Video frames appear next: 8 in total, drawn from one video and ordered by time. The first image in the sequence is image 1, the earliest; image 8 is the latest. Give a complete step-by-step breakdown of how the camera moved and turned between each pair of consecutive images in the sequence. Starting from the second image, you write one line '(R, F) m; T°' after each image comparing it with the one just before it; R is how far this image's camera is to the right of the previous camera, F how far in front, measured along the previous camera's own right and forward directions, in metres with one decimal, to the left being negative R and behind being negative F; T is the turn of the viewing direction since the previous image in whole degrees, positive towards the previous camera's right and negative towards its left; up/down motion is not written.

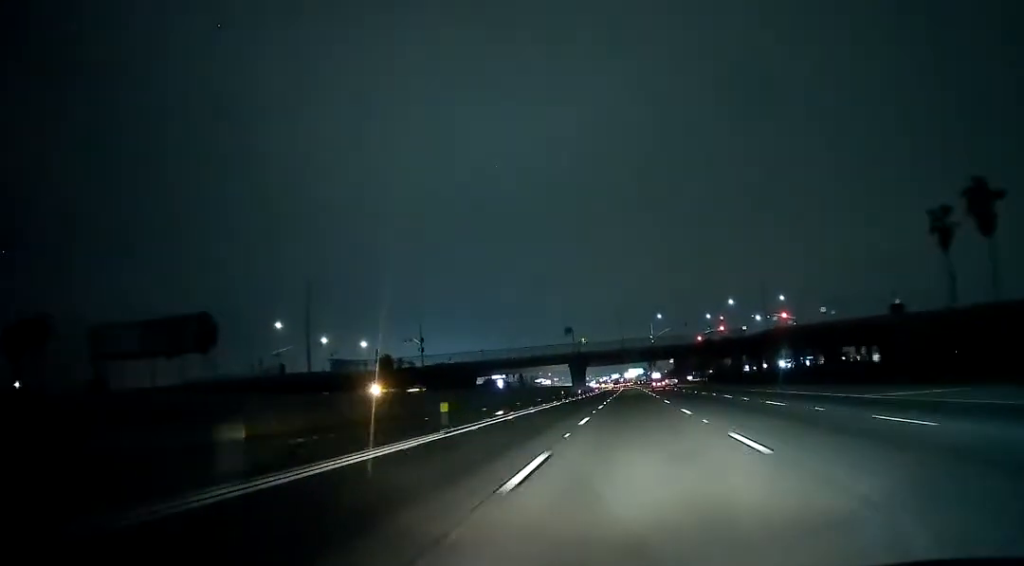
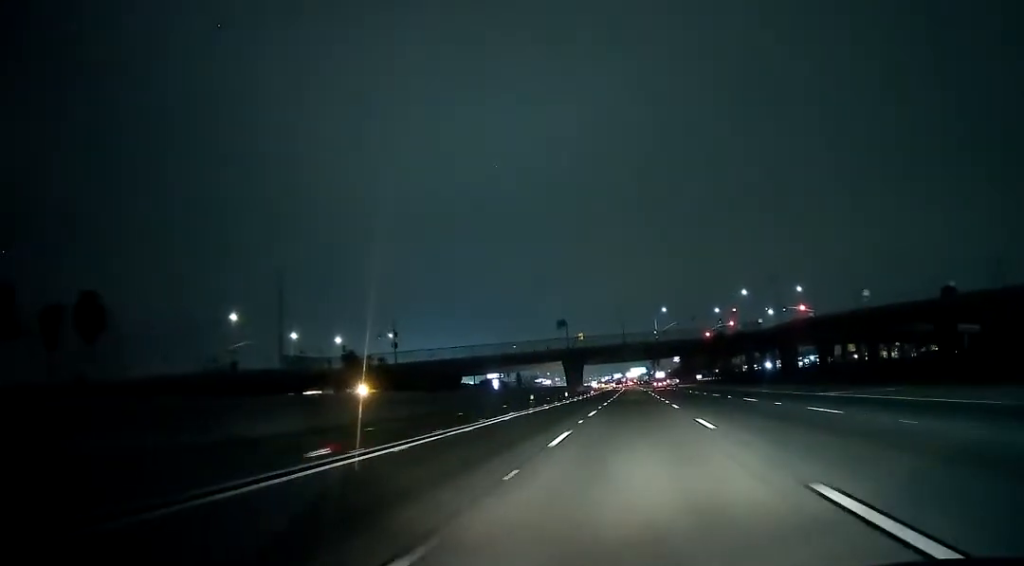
(+0.1, +23.1) m; 0°
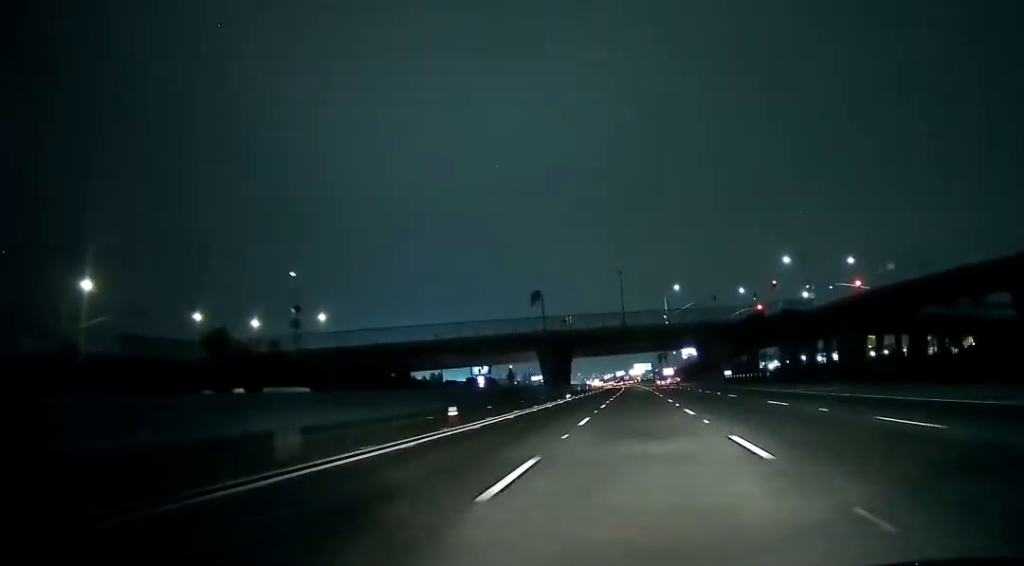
(0.0, +50.7) m; 0°
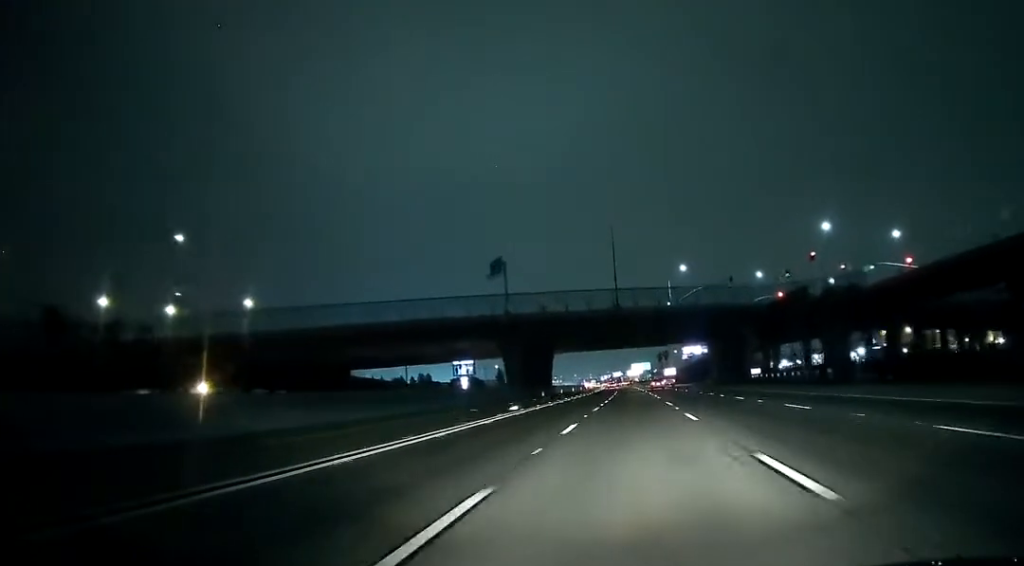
(-0.1, +33.4) m; 0°
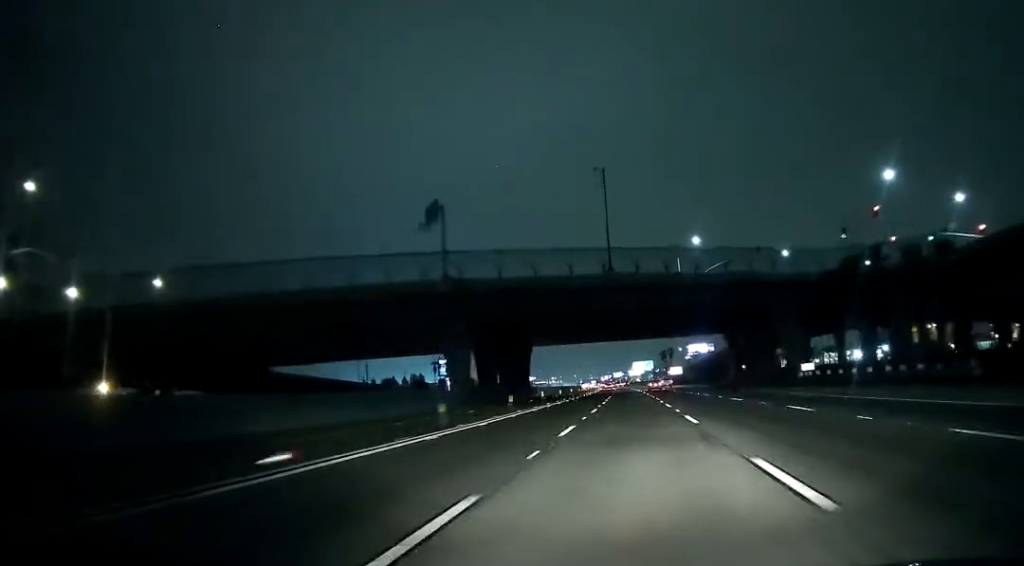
(-0.1, +30.1) m; 0°
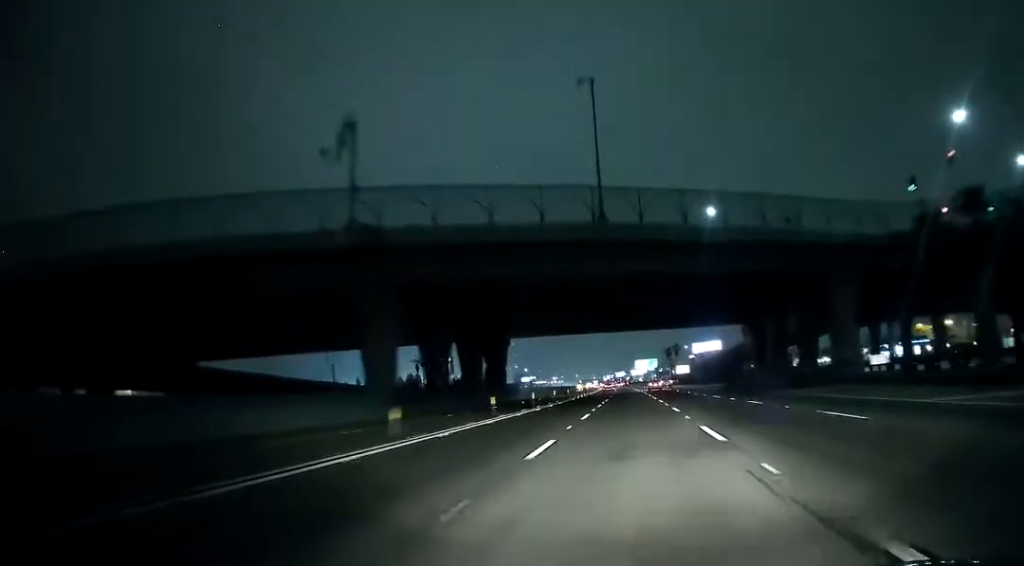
(0.0, +20.0) m; 0°
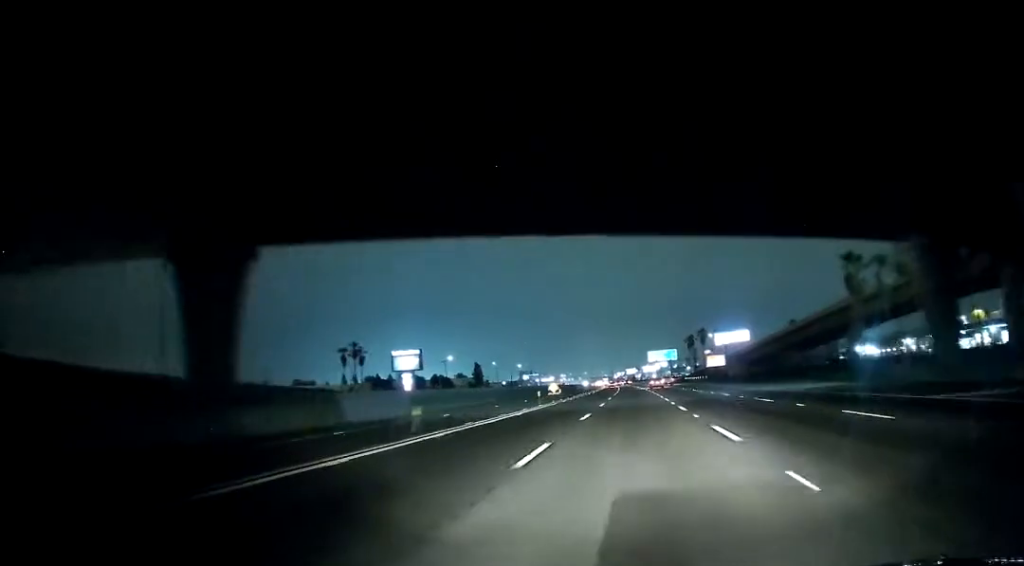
(-0.2, +60.1) m; -1°
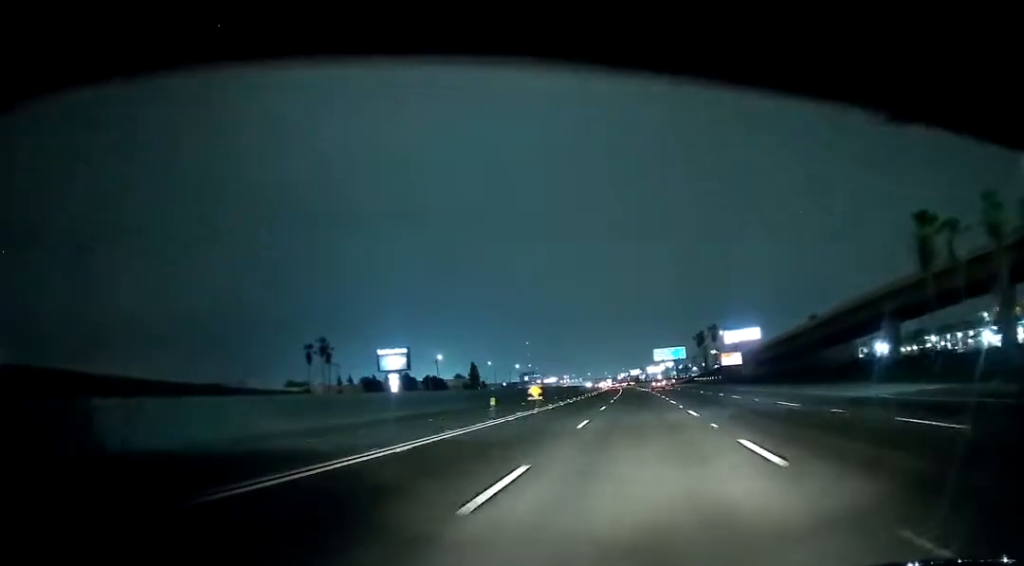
(-0.3, +17.8) m; -1°
